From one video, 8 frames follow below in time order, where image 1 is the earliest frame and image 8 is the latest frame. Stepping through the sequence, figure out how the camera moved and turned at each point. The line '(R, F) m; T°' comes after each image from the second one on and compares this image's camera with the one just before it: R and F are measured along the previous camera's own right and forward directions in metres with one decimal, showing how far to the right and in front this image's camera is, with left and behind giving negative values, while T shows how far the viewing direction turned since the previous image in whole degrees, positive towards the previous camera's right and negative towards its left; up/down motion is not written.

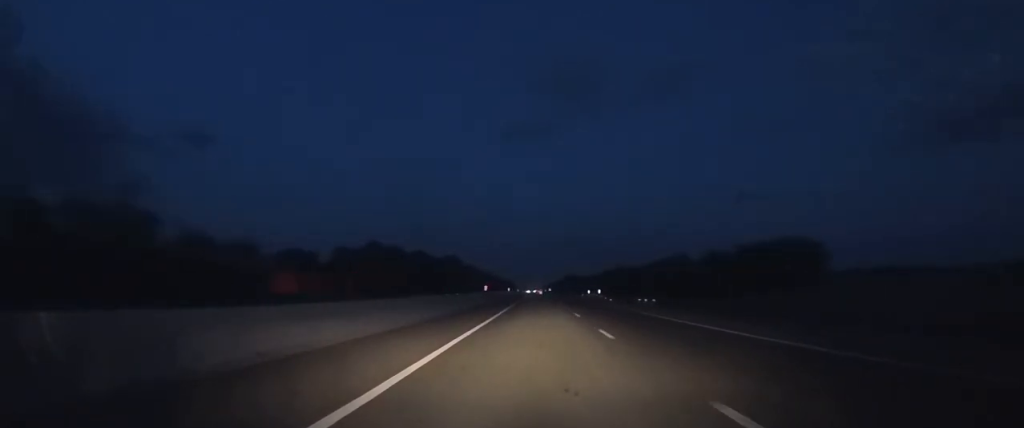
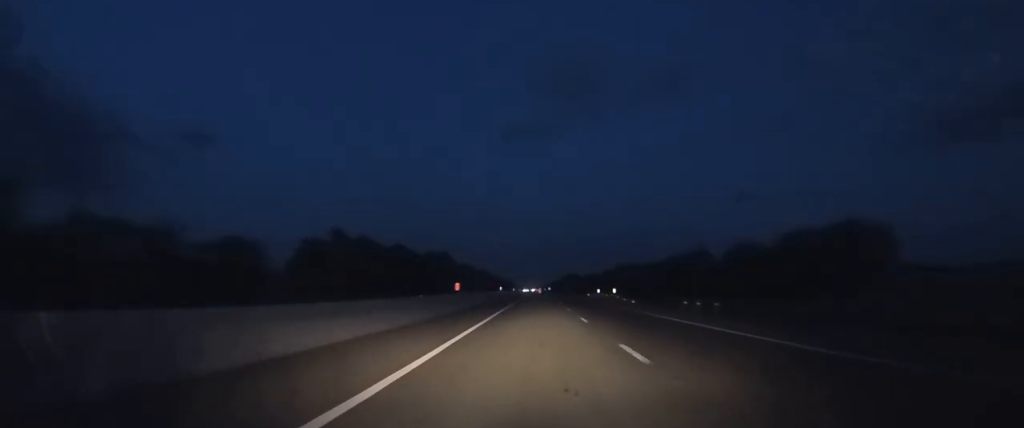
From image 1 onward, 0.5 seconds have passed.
(+0.1, +19.1) m; 0°
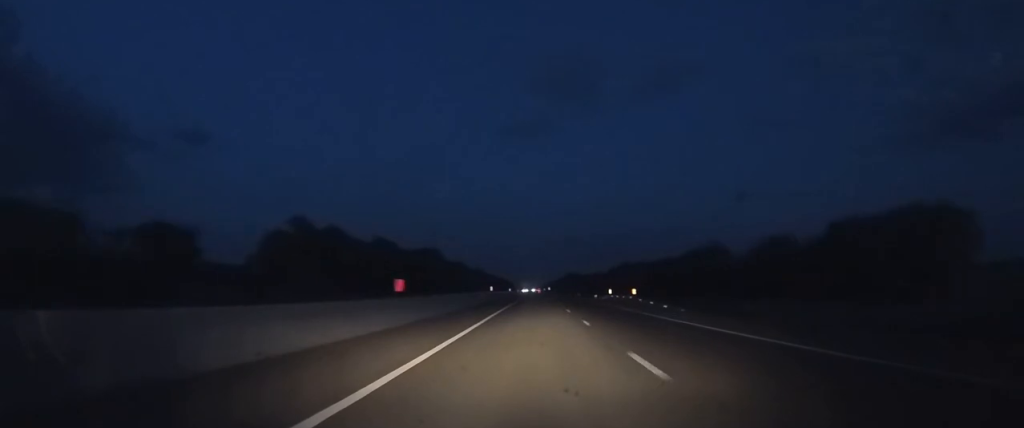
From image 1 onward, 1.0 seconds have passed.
(0.0, +15.4) m; 0°
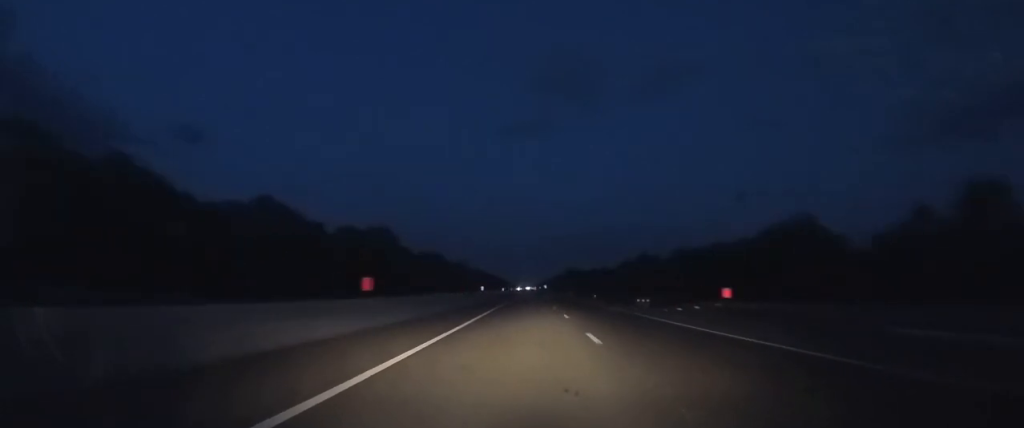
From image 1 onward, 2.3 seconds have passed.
(0.0, +39.6) m; 0°
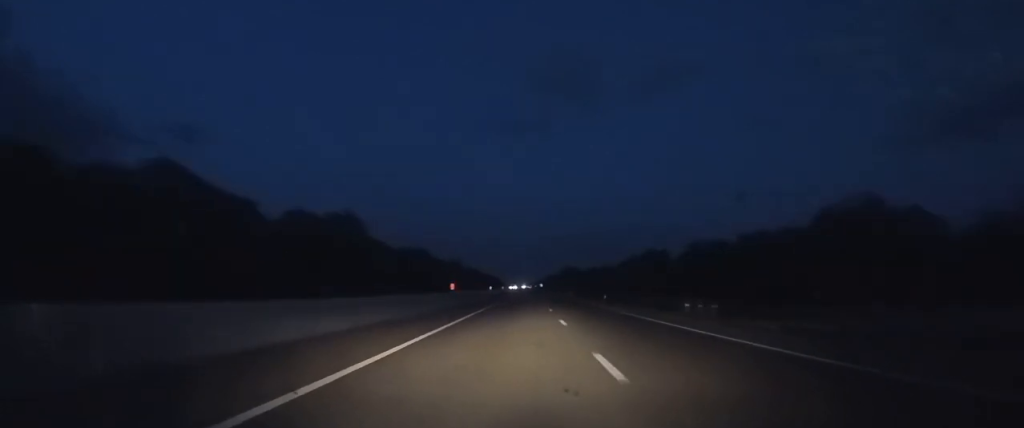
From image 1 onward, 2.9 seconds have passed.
(0.0, +15.6) m; 0°
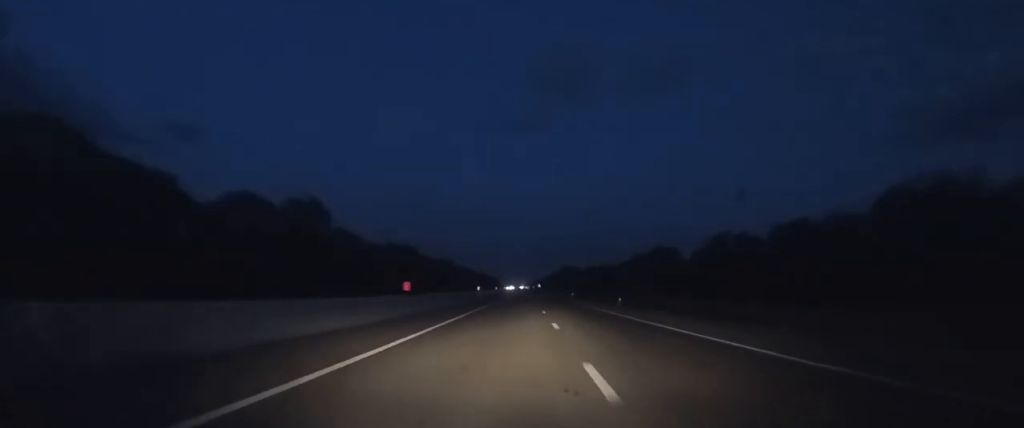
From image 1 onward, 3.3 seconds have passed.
(0.0, +12.8) m; 0°
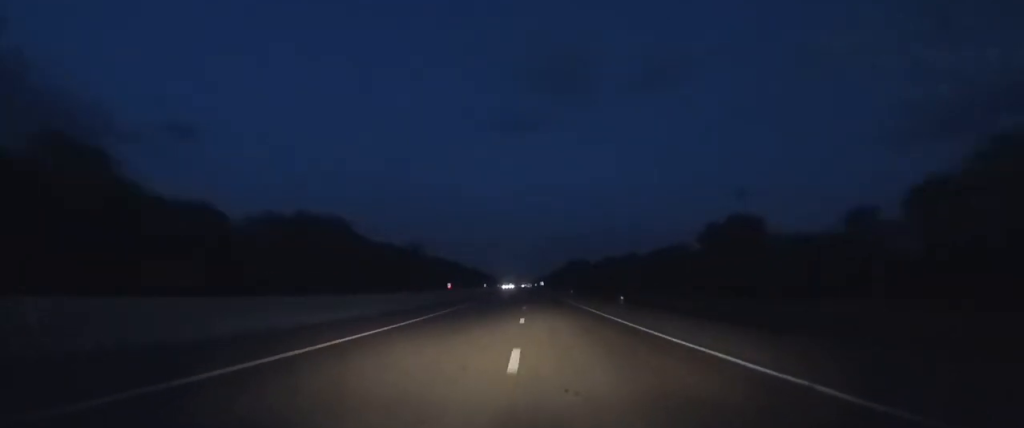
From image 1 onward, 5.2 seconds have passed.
(+0.2, +61.5) m; 0°
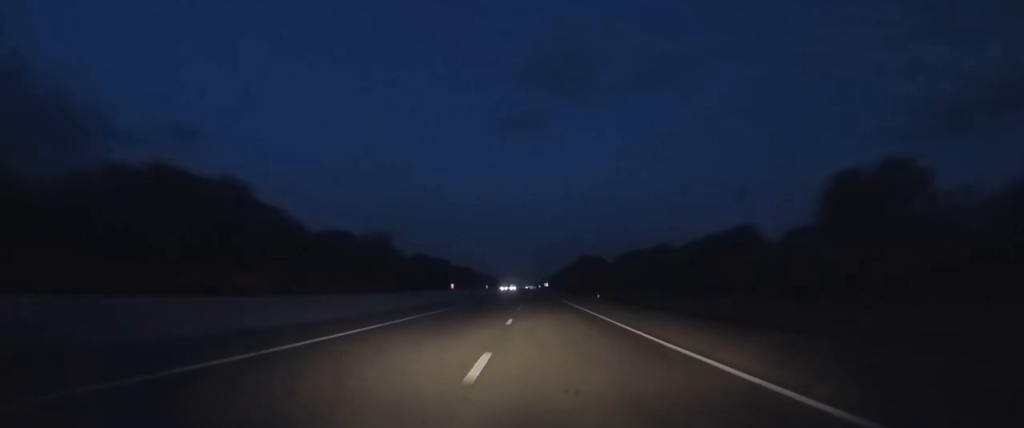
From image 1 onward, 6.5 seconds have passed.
(0.0, +41.6) m; 0°
